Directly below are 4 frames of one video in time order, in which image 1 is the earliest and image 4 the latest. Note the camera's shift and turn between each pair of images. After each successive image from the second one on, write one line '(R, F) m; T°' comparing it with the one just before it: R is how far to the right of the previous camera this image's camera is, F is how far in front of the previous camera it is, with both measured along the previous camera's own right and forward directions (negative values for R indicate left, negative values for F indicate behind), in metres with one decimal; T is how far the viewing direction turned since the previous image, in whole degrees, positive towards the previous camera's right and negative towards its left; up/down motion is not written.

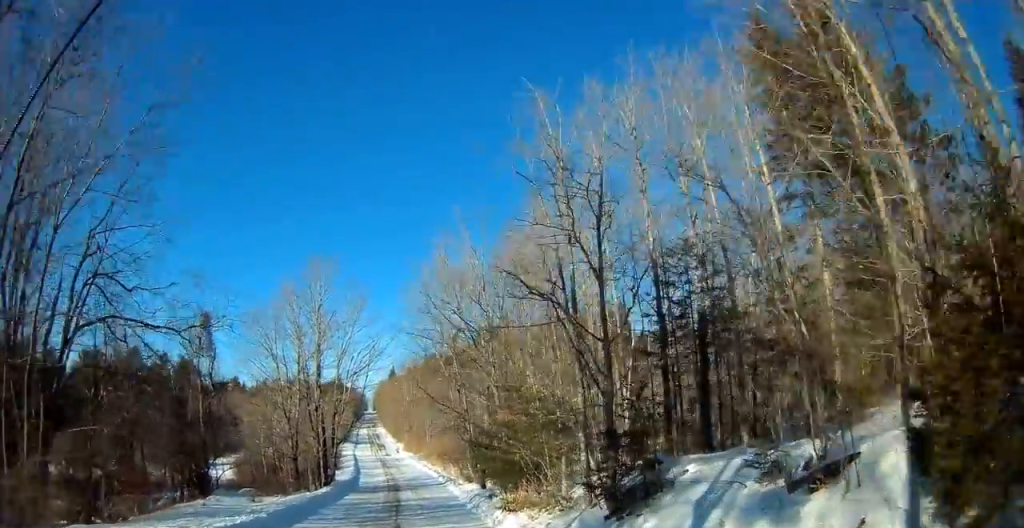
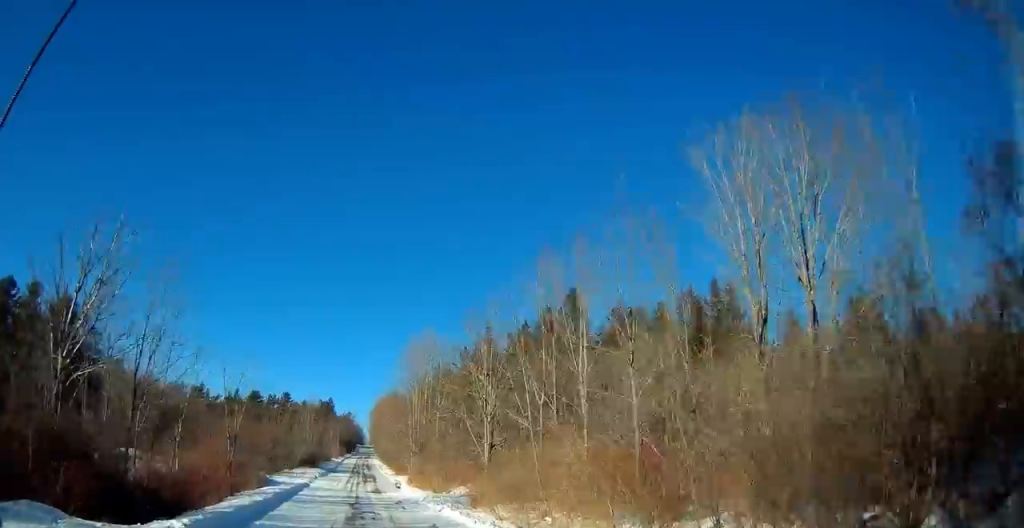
(+1.2, +48.3) m; +2°
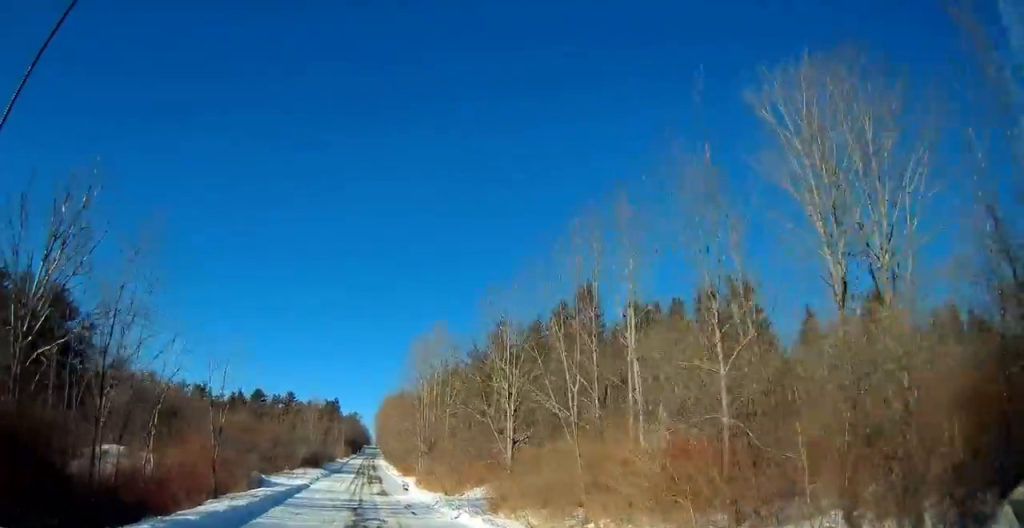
(0.0, +3.9) m; 0°
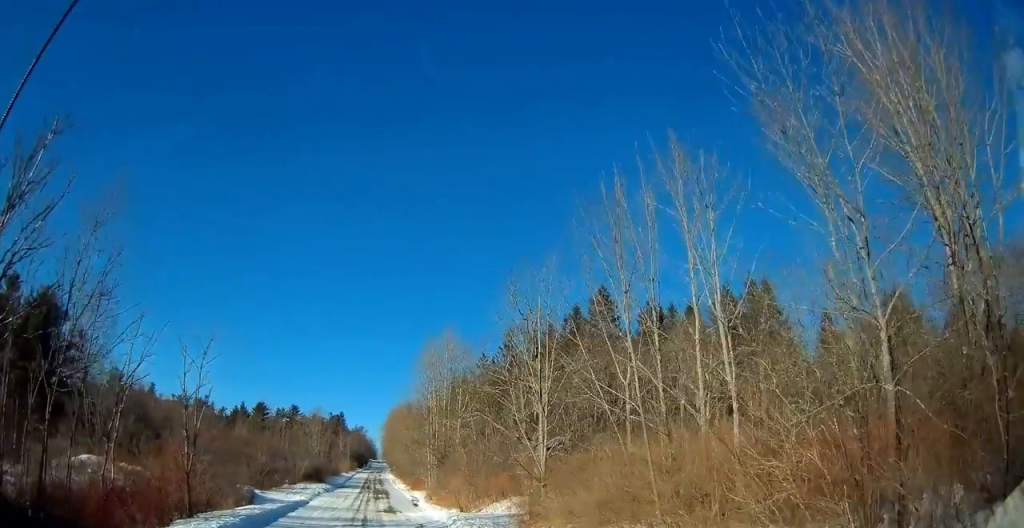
(0.0, +4.3) m; -1°
